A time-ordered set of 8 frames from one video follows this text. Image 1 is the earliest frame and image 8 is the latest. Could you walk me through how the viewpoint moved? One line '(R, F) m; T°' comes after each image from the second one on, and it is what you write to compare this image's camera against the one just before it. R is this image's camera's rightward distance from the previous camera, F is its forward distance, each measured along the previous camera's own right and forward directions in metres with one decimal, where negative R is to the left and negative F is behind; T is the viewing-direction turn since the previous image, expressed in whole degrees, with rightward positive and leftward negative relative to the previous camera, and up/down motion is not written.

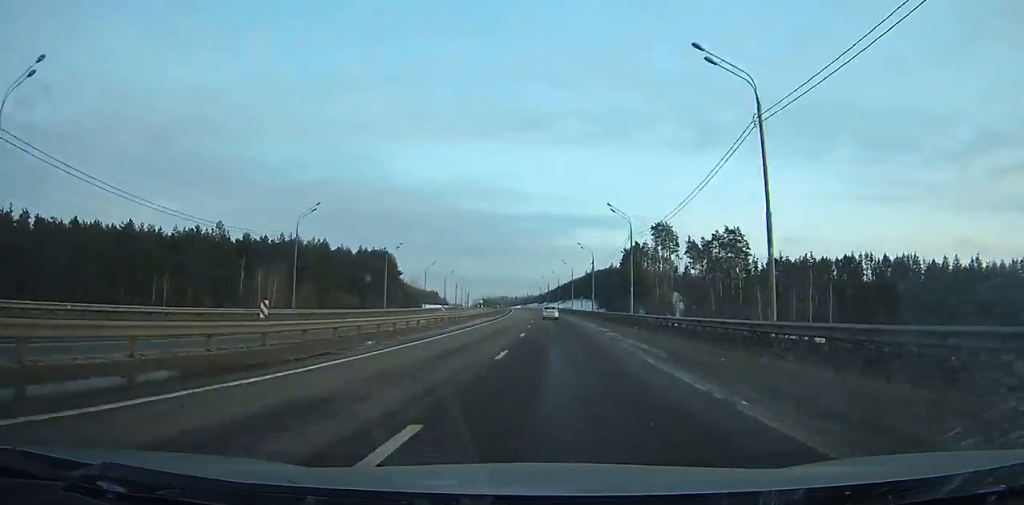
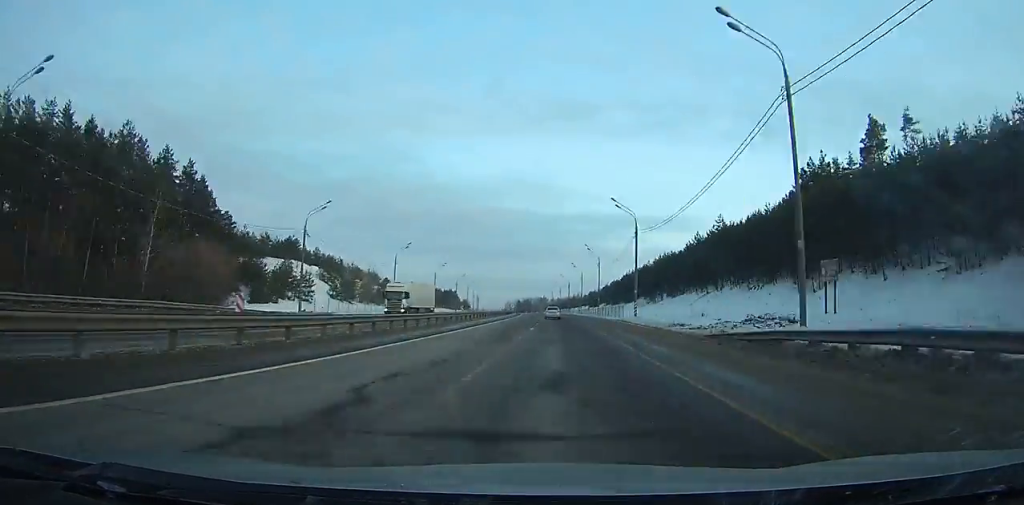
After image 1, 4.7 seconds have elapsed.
(-4.8, +143.8) m; -4°
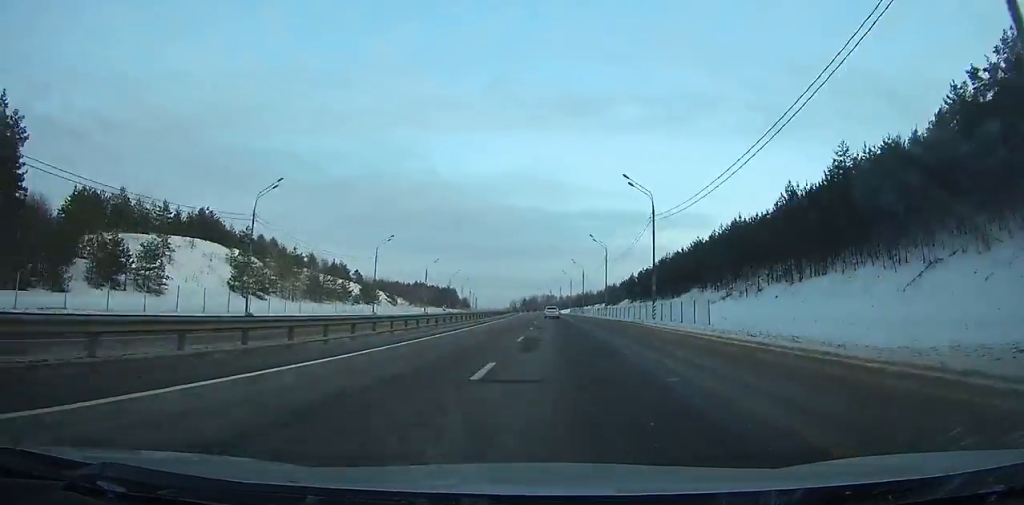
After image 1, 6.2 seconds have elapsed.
(-0.6, +45.2) m; -1°
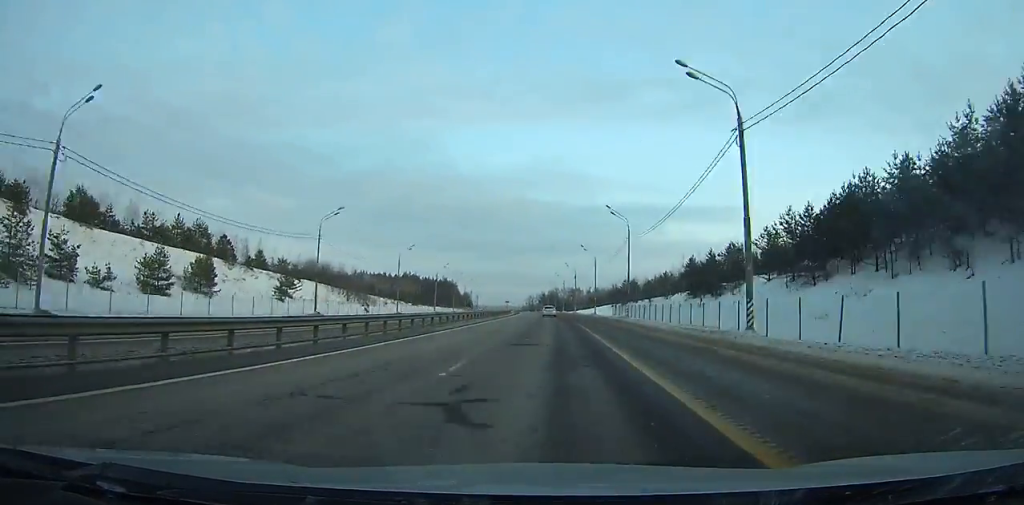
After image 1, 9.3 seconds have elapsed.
(-2.0, +92.9) m; -2°
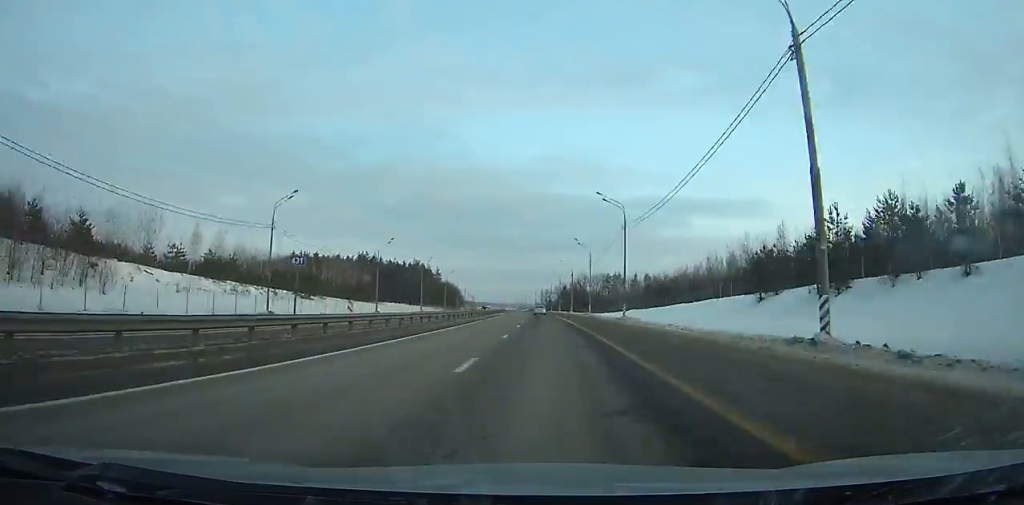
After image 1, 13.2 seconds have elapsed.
(-2.5, +115.9) m; -3°
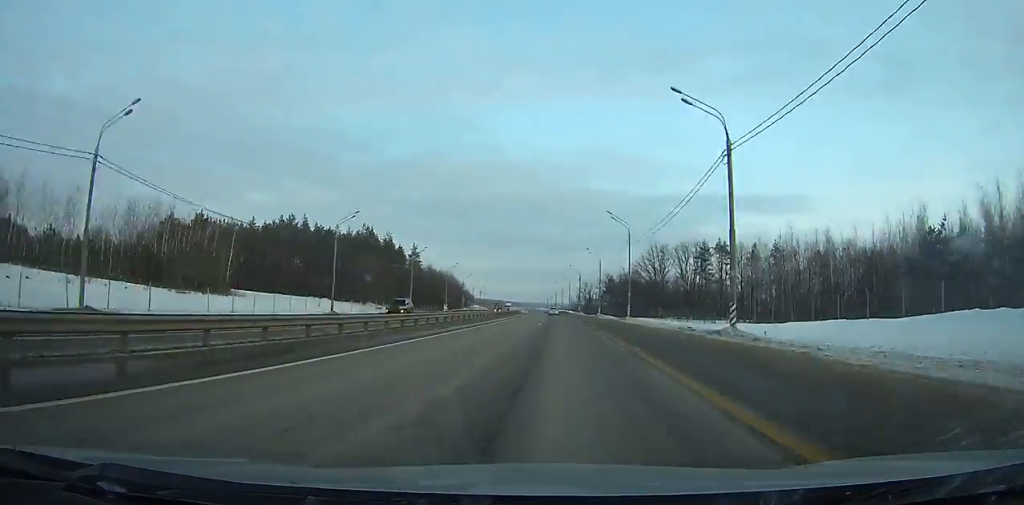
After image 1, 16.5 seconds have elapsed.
(-2.2, +98.2) m; -2°
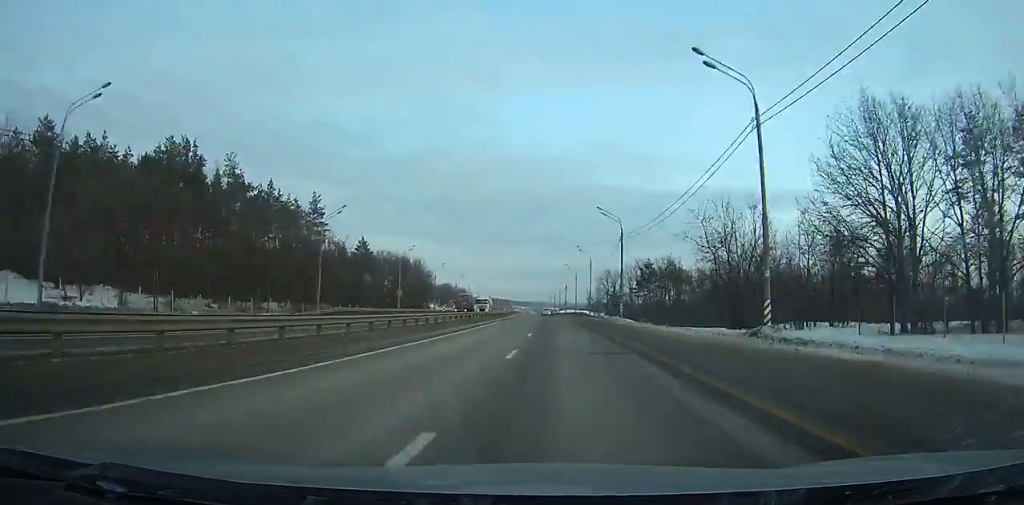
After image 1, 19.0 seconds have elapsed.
(-0.9, +75.3) m; -2°
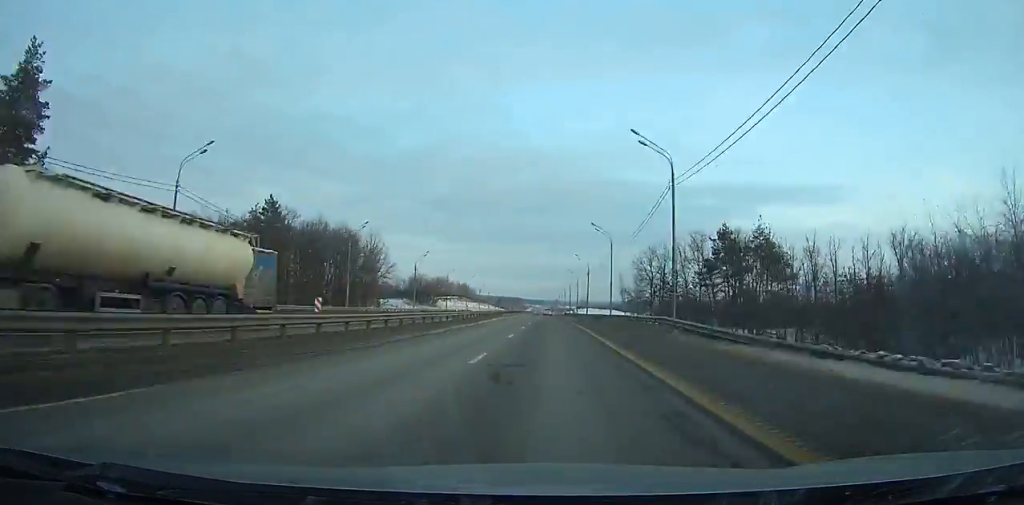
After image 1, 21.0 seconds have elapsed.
(-0.9, +60.8) m; -1°
